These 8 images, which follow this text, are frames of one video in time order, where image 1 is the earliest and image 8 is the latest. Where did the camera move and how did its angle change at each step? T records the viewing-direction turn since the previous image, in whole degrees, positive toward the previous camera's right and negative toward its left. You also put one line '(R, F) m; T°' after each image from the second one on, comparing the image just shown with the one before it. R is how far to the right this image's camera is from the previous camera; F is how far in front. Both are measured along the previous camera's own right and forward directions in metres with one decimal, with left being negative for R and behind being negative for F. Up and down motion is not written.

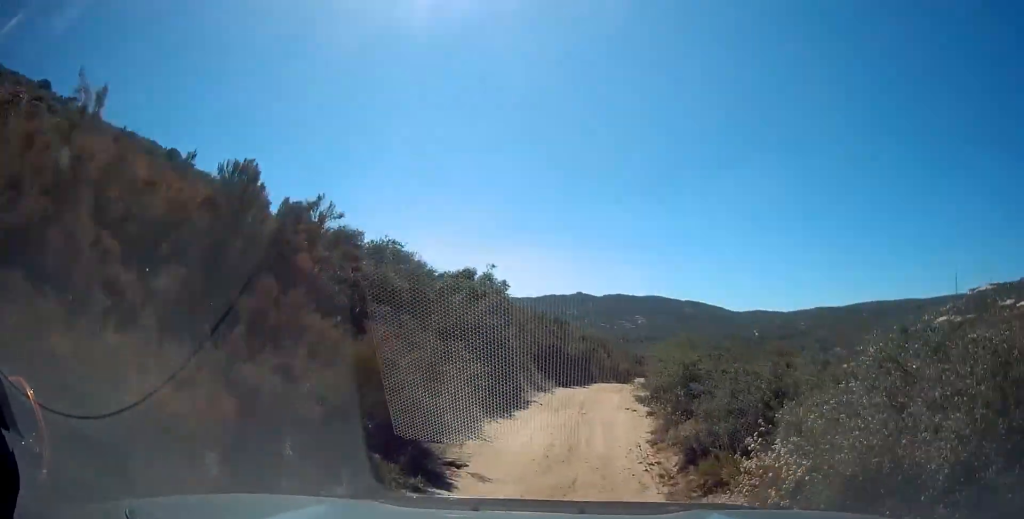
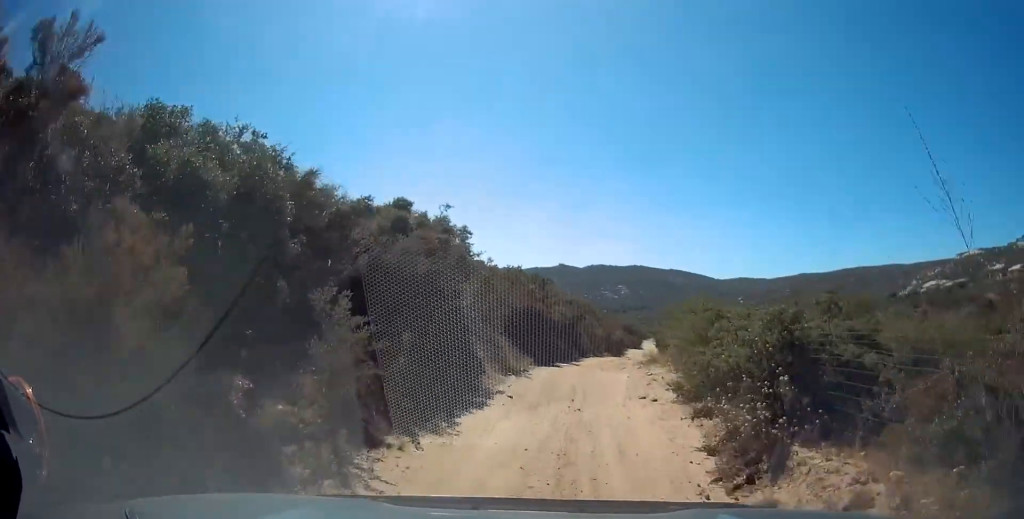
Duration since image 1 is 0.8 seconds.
(0.0, +7.1) m; 0°
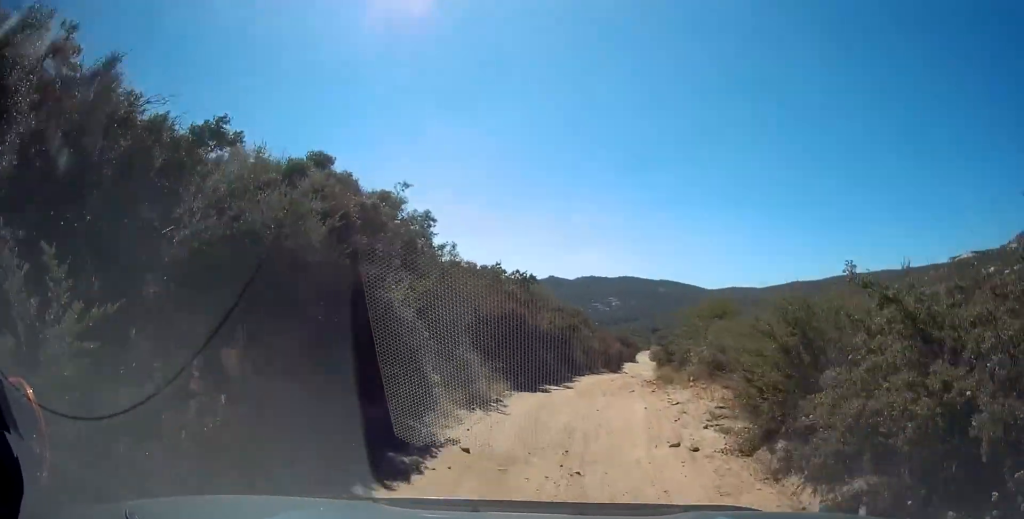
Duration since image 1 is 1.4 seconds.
(0.0, +4.7) m; +1°
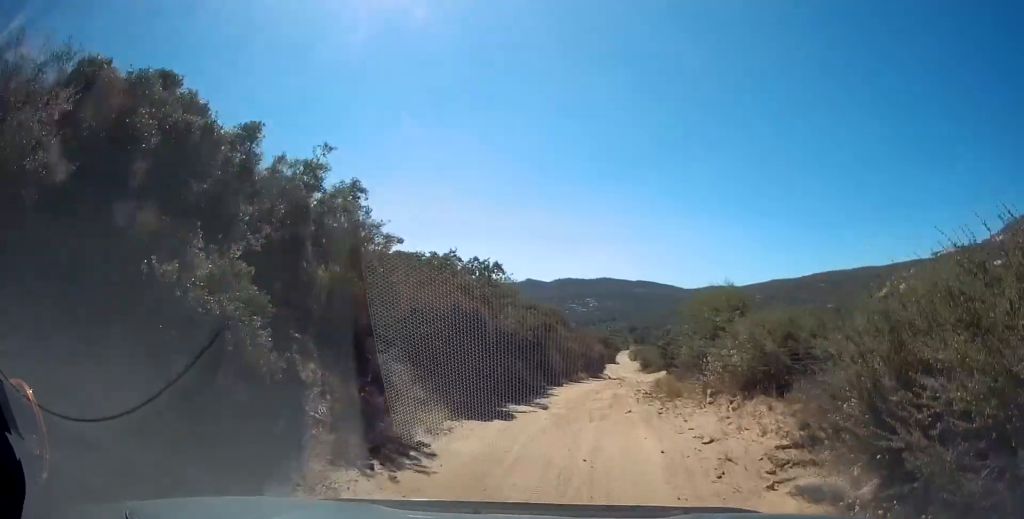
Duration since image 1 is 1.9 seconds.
(-0.1, +4.3) m; +2°
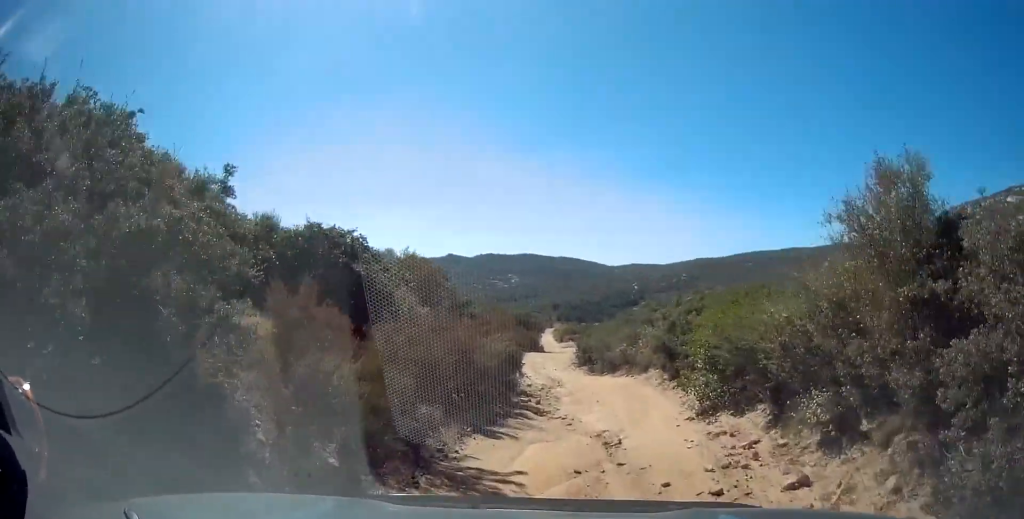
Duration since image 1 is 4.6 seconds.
(+1.6, +19.2) m; +7°
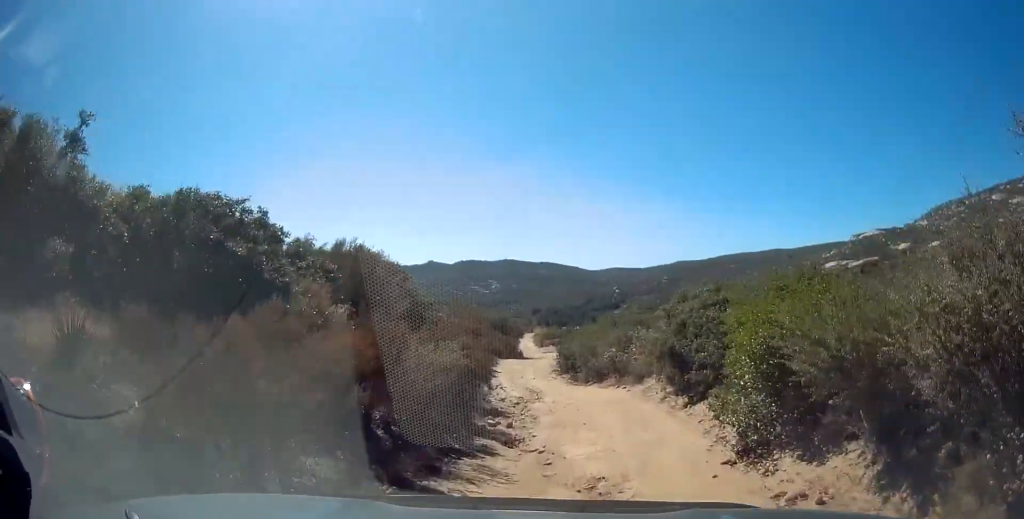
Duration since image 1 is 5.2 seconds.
(+0.1, +3.7) m; +1°
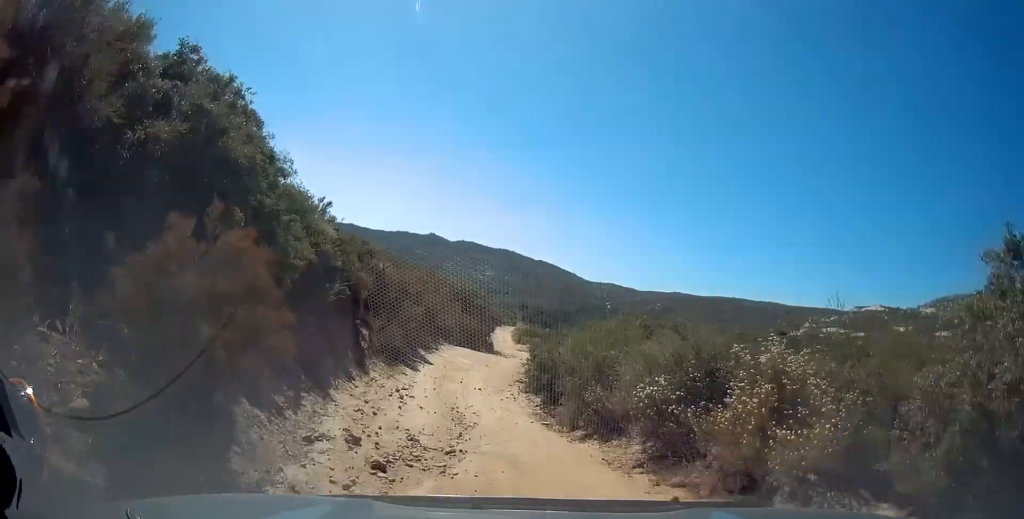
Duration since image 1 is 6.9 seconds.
(+0.3, +13.0) m; 0°
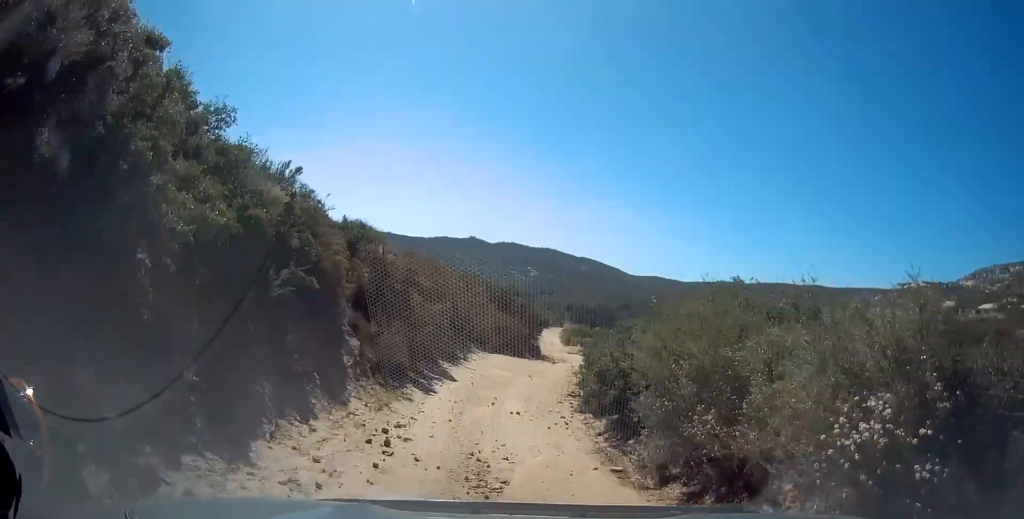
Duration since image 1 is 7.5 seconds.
(-0.2, +4.8) m; -1°
